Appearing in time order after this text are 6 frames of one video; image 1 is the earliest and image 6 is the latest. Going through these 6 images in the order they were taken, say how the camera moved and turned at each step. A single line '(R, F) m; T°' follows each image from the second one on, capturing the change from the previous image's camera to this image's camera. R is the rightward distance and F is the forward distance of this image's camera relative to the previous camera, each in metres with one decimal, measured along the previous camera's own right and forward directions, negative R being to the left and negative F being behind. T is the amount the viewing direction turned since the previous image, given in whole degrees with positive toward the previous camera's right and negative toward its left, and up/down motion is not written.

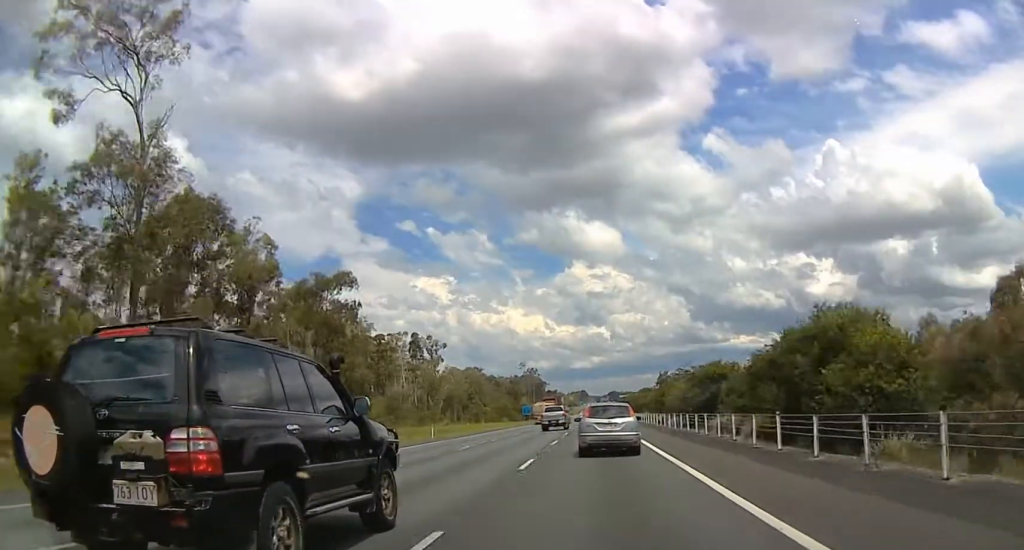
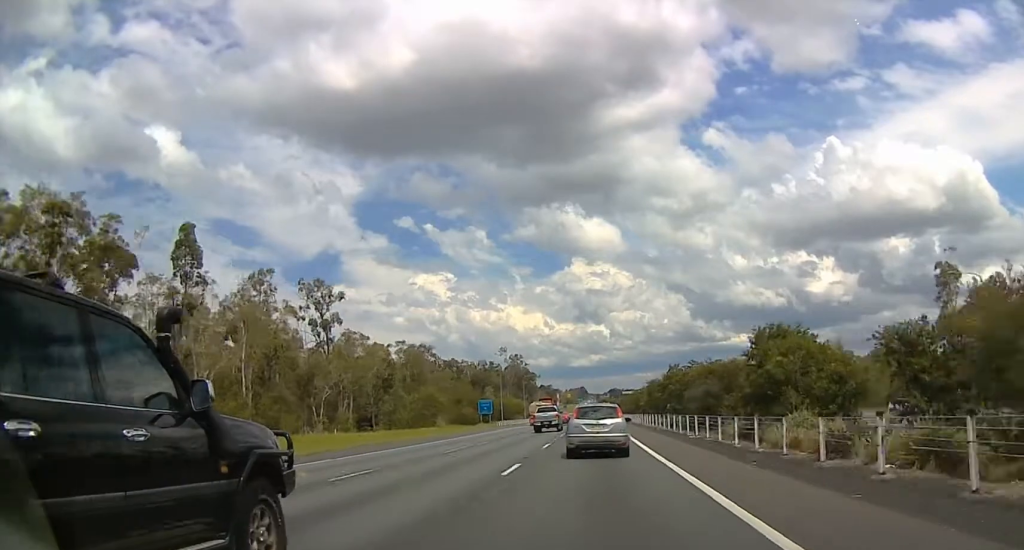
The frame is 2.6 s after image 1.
(-1.5, +75.7) m; -1°
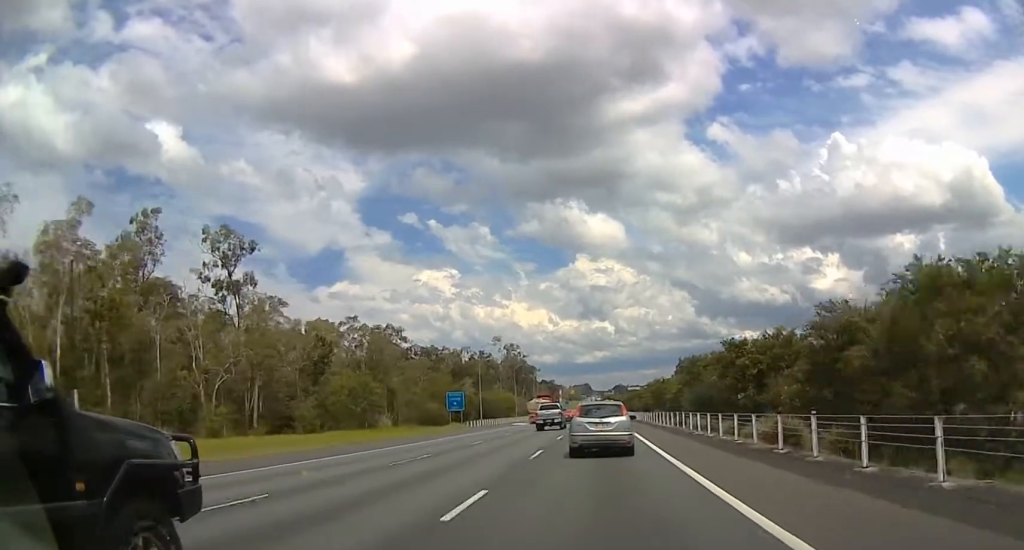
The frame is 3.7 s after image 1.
(0.0, +31.2) m; 0°
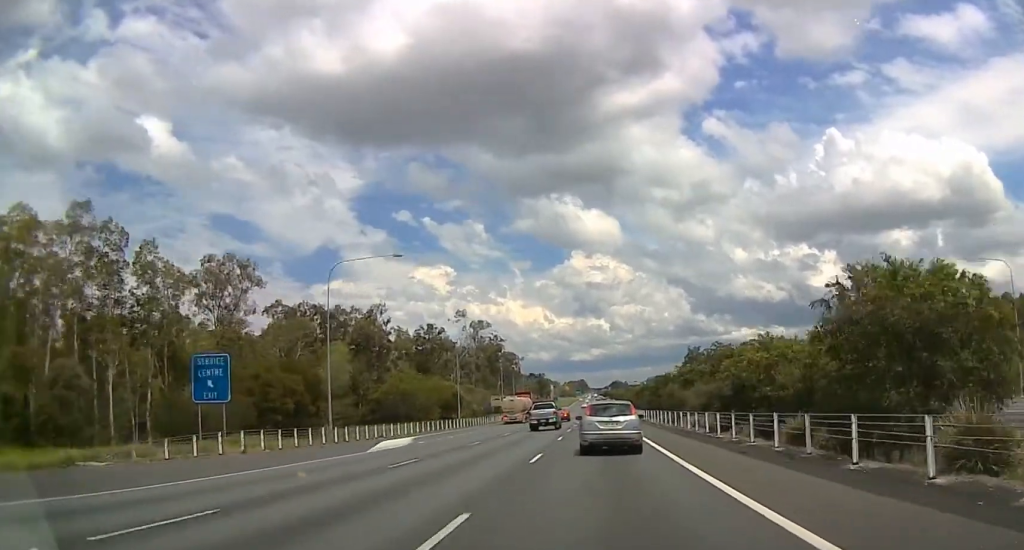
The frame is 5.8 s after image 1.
(0.0, +63.4) m; 0°
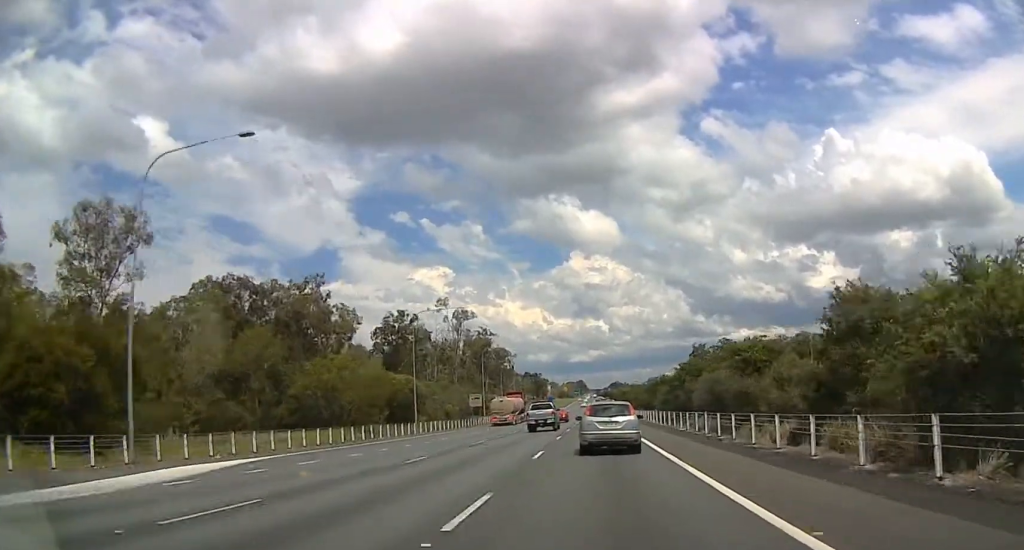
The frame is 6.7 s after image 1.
(0.0, +23.4) m; 0°
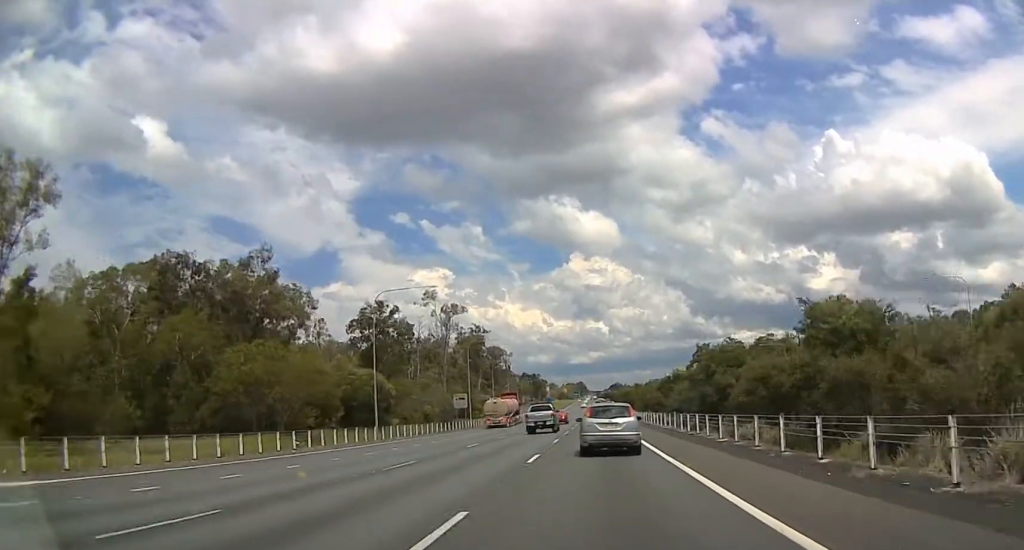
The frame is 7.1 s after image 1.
(0.0, +13.6) m; 0°
